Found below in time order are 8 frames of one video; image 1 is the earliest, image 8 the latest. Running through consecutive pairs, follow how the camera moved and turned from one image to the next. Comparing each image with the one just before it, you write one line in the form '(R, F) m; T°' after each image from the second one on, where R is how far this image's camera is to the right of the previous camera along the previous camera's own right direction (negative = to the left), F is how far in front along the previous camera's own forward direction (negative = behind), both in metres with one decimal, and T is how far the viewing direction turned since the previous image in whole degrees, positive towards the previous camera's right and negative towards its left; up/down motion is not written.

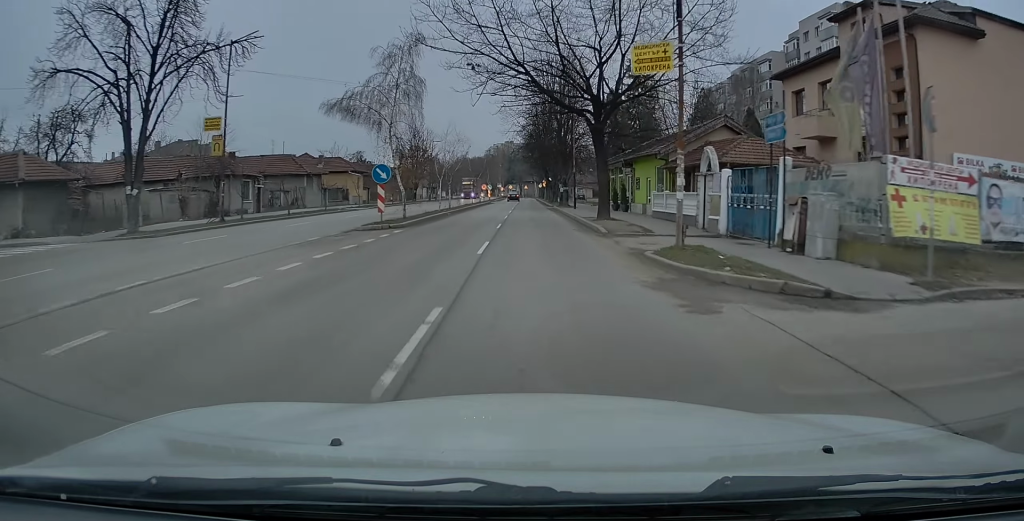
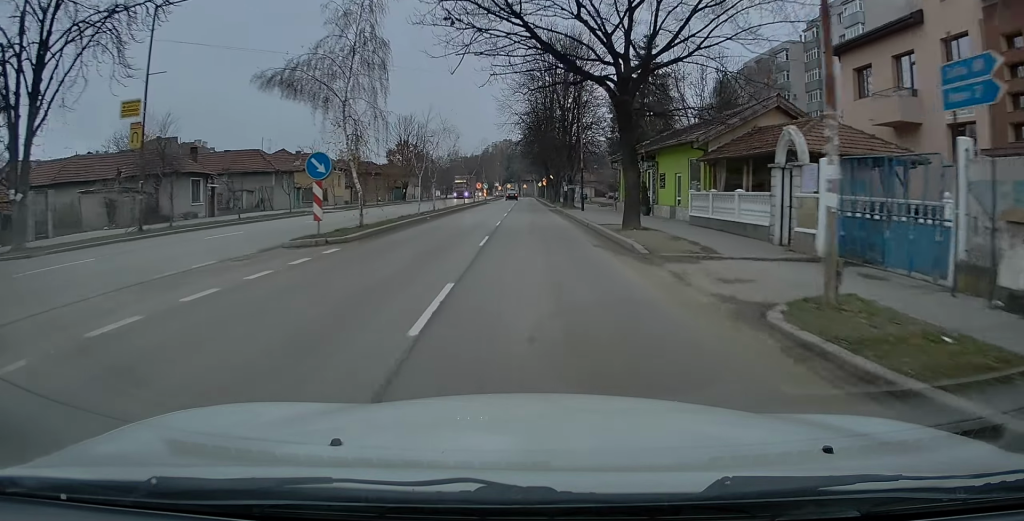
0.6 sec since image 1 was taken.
(+0.1, +7.2) m; +1°
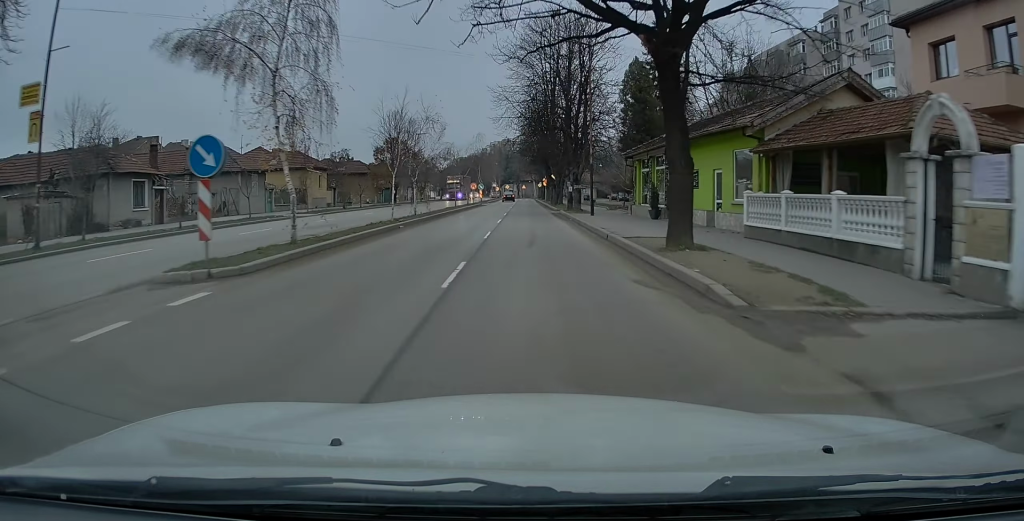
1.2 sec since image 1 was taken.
(+0.1, +6.2) m; 0°
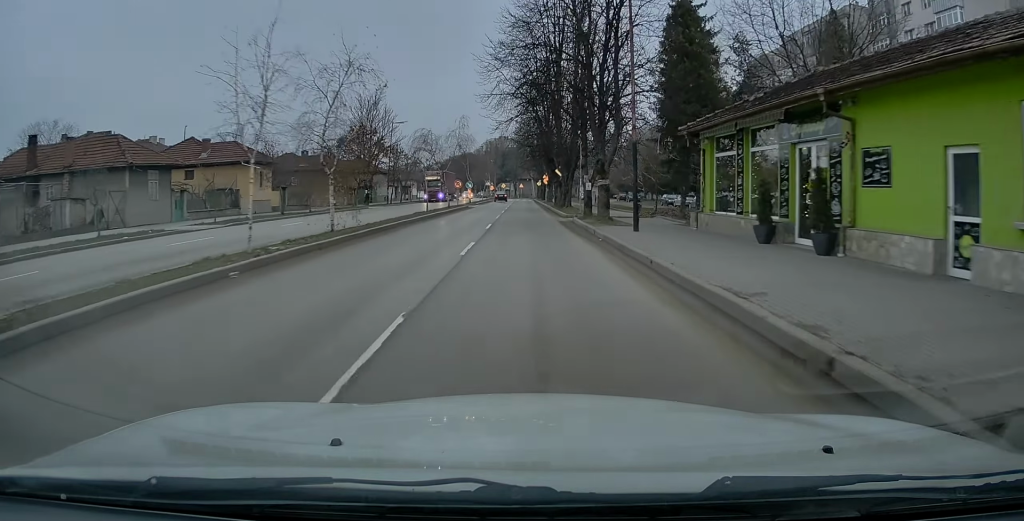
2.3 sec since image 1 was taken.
(0.0, +13.7) m; 0°
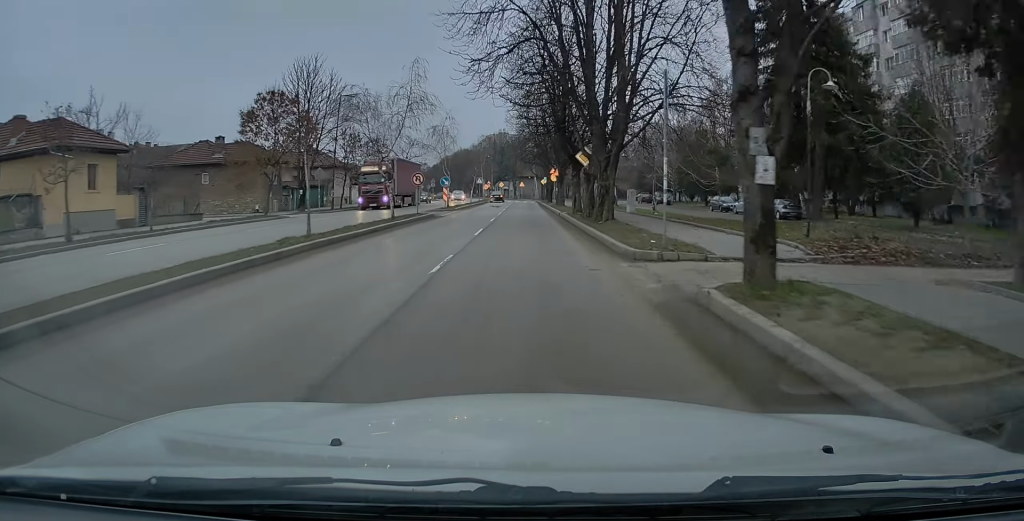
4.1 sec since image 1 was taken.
(-0.2, +20.6) m; -1°
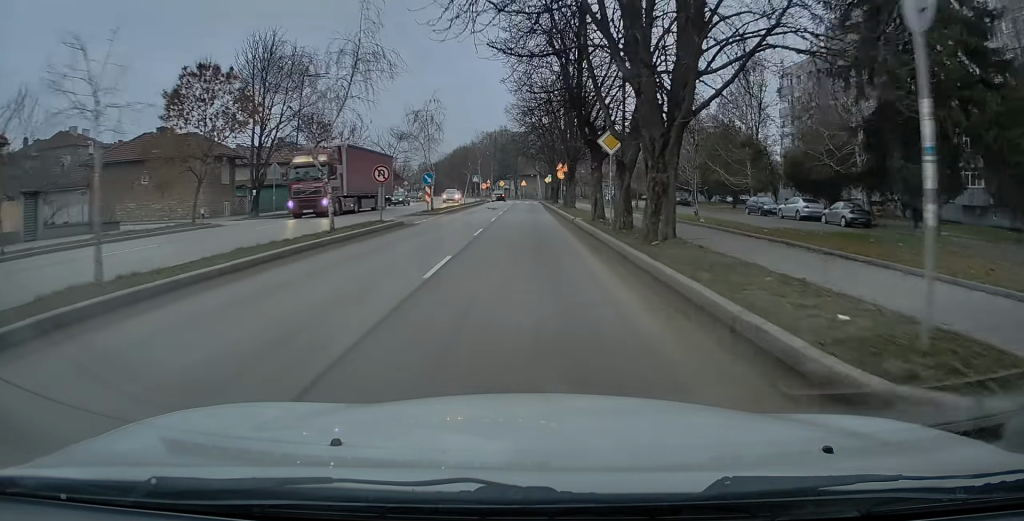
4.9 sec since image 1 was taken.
(-0.3, +9.0) m; 0°
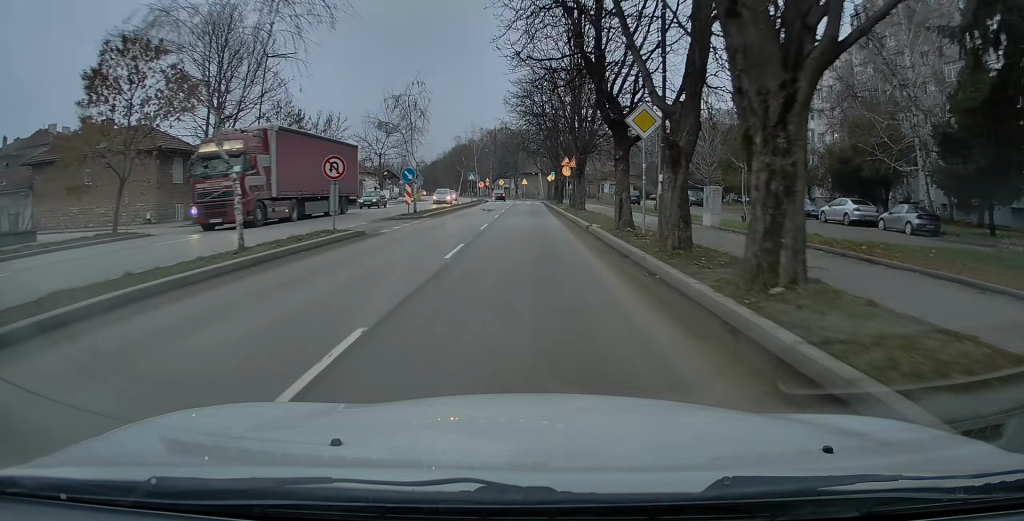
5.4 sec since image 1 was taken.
(+0.3, +6.4) m; +1°
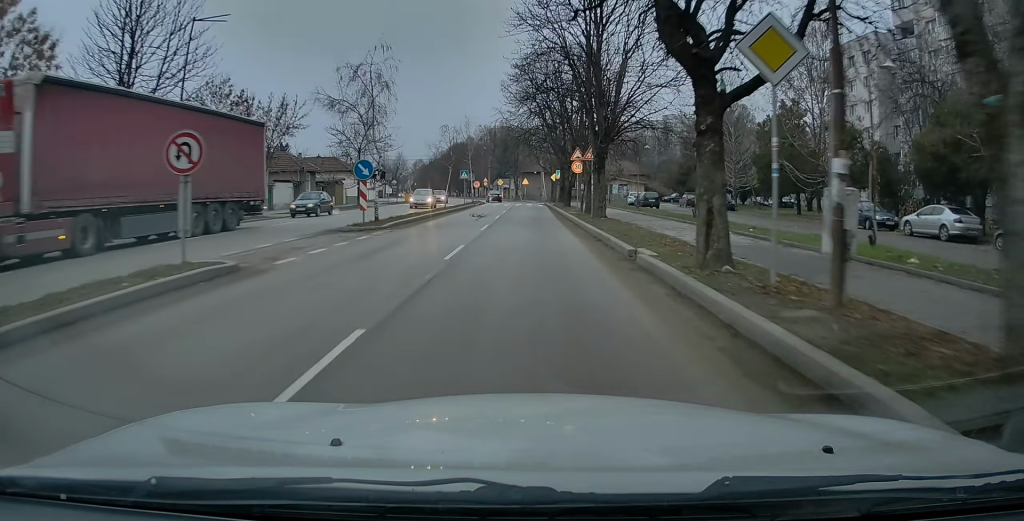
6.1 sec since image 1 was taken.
(+0.1, +8.8) m; 0°
